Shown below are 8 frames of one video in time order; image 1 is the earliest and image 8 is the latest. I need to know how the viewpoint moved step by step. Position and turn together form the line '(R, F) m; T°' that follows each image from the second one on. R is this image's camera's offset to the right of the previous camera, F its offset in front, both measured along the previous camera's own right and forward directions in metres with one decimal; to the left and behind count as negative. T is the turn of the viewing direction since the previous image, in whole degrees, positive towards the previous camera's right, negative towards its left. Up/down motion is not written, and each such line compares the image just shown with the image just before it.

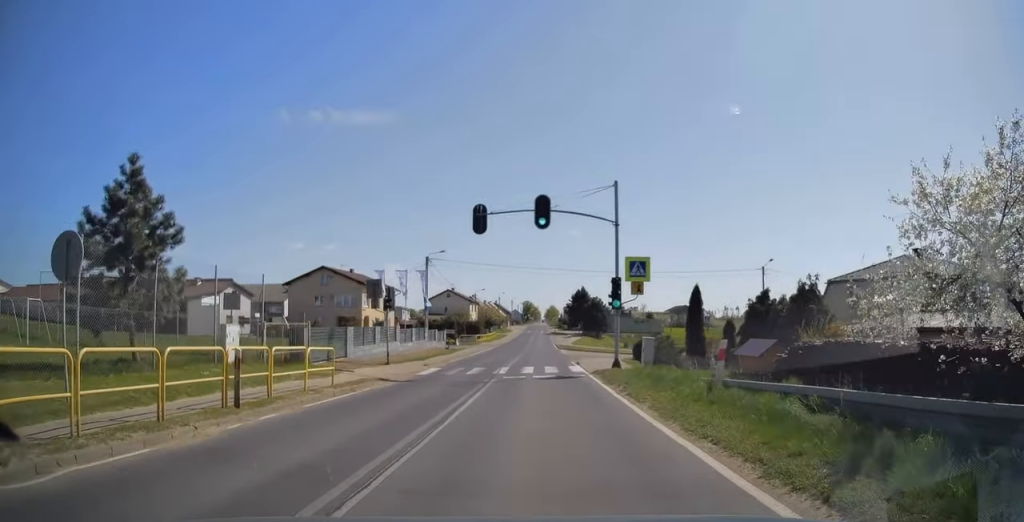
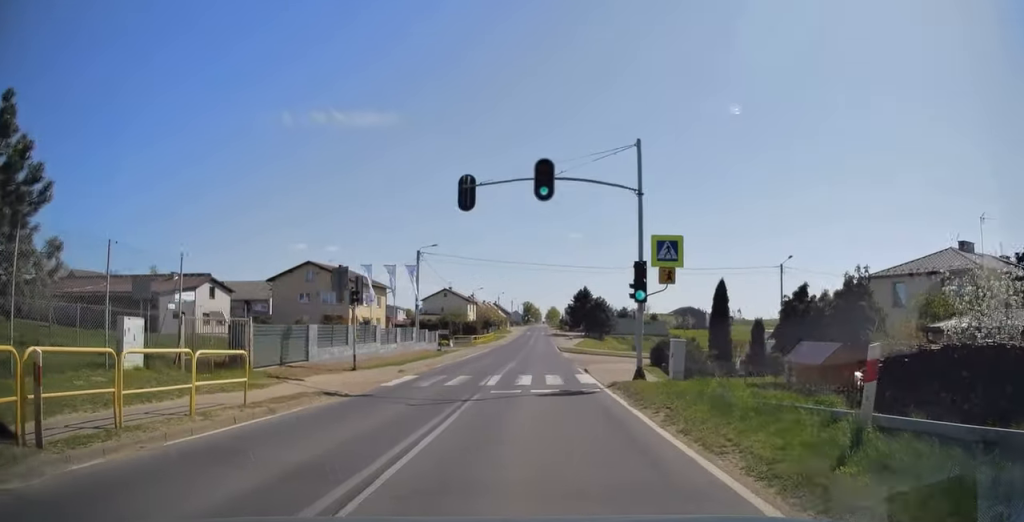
(0.0, +5.1) m; 0°
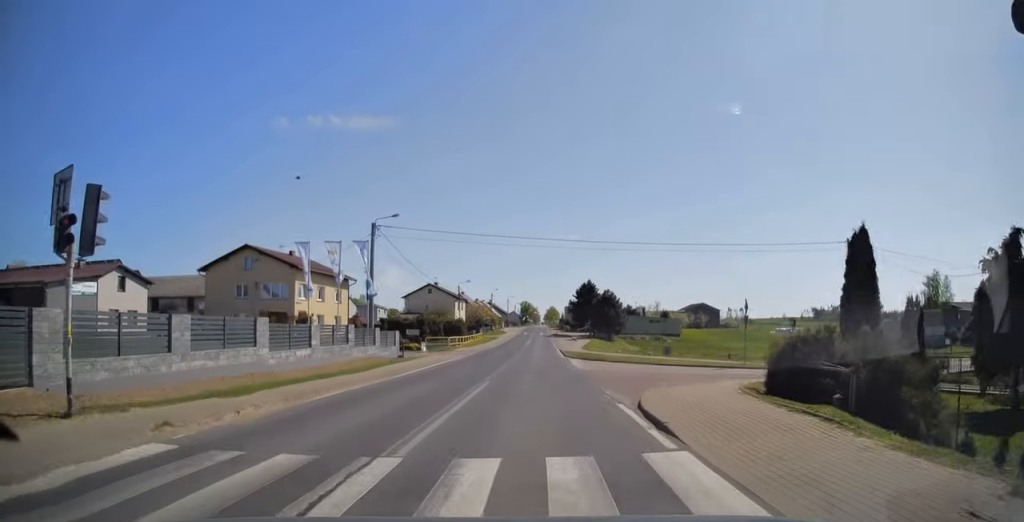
(-0.1, +15.3) m; 0°
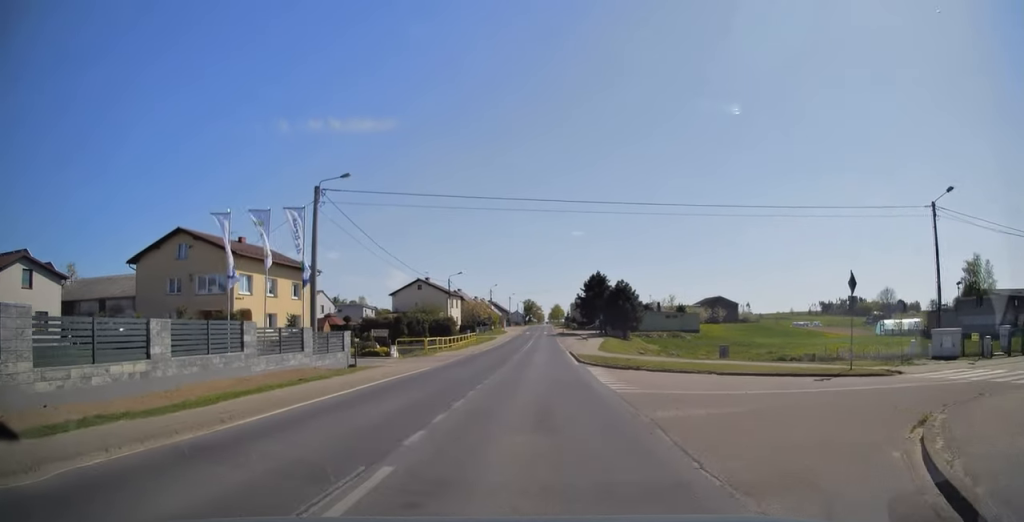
(0.0, +12.2) m; 0°
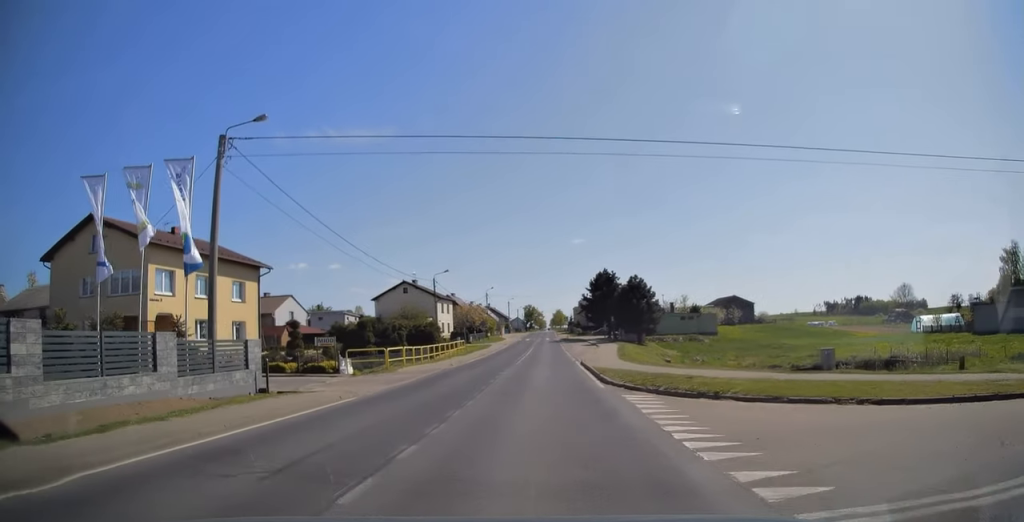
(0.0, +10.8) m; 0°
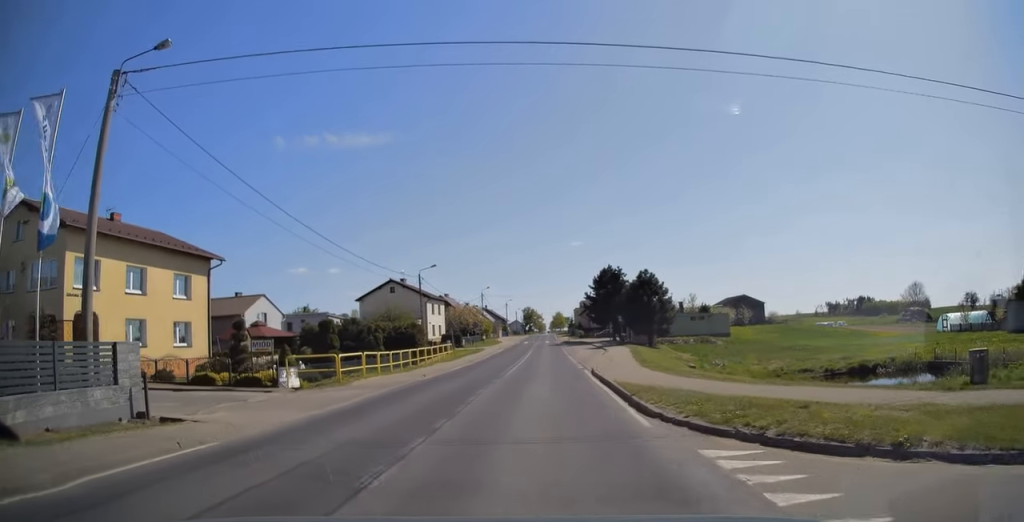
(0.0, +7.1) m; 0°
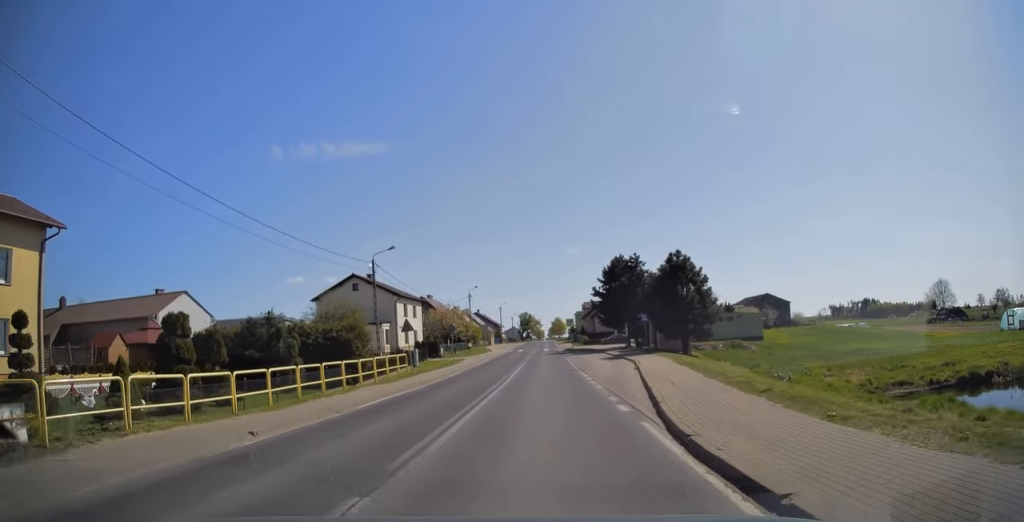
(0.0, +14.8) m; 0°
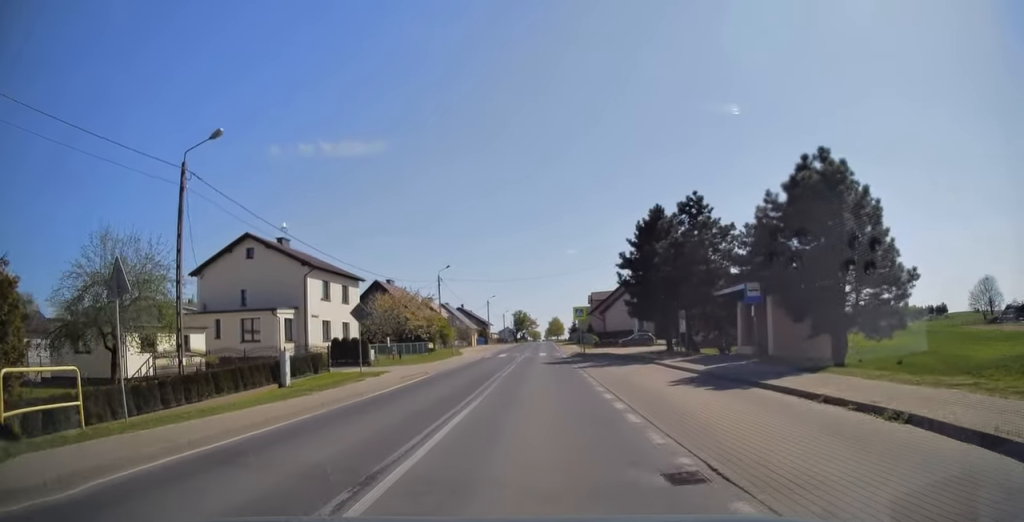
(+0.1, +23.9) m; 0°
